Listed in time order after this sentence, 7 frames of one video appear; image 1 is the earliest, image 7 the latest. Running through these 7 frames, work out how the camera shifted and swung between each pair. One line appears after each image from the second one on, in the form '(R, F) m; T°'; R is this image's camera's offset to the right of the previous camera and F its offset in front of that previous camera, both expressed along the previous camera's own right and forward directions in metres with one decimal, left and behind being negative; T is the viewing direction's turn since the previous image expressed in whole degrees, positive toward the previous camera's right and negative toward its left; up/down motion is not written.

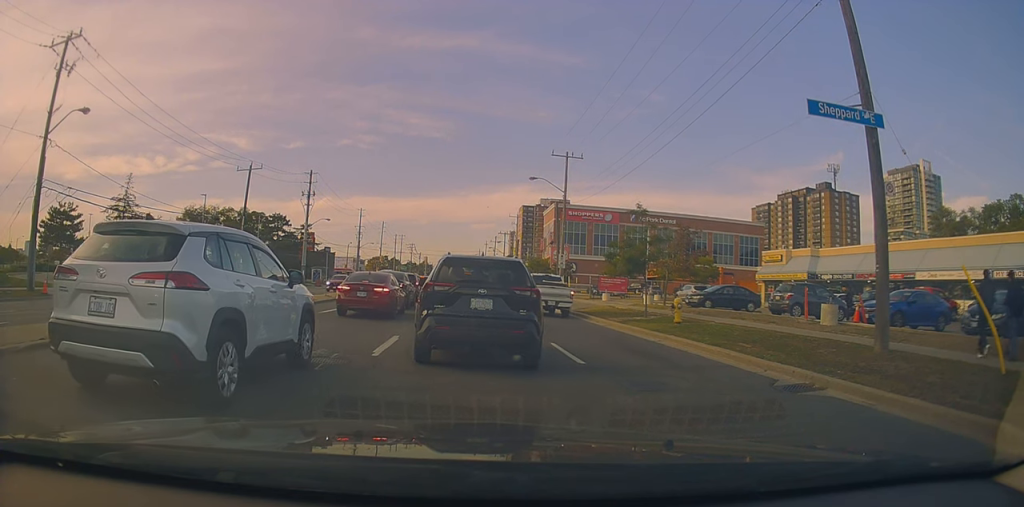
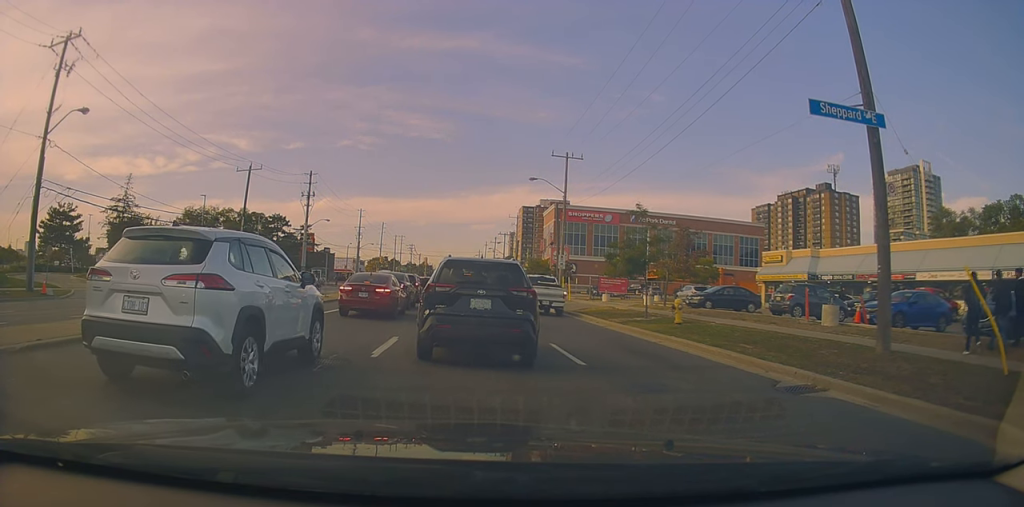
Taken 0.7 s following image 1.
(-0.1, +0.3) m; 0°
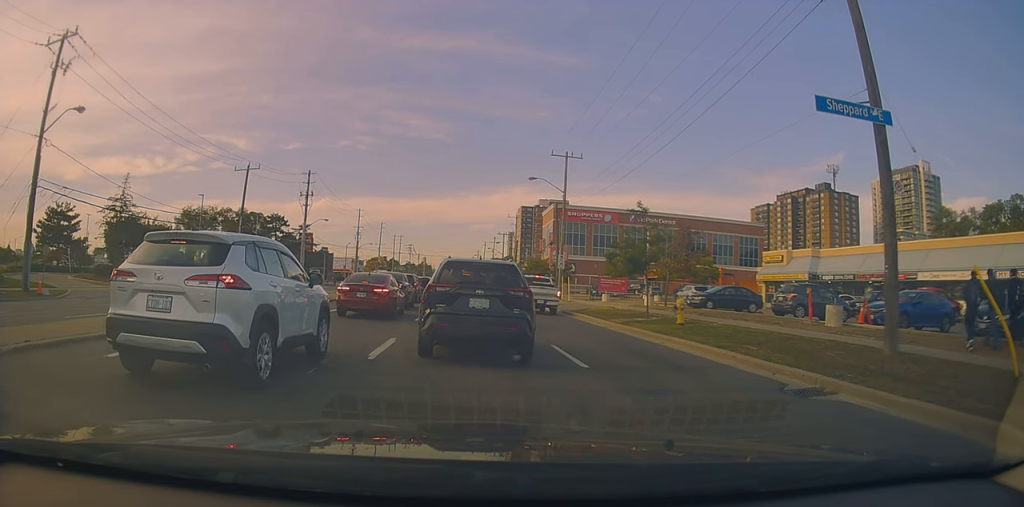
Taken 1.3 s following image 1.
(-0.1, +0.3) m; 0°
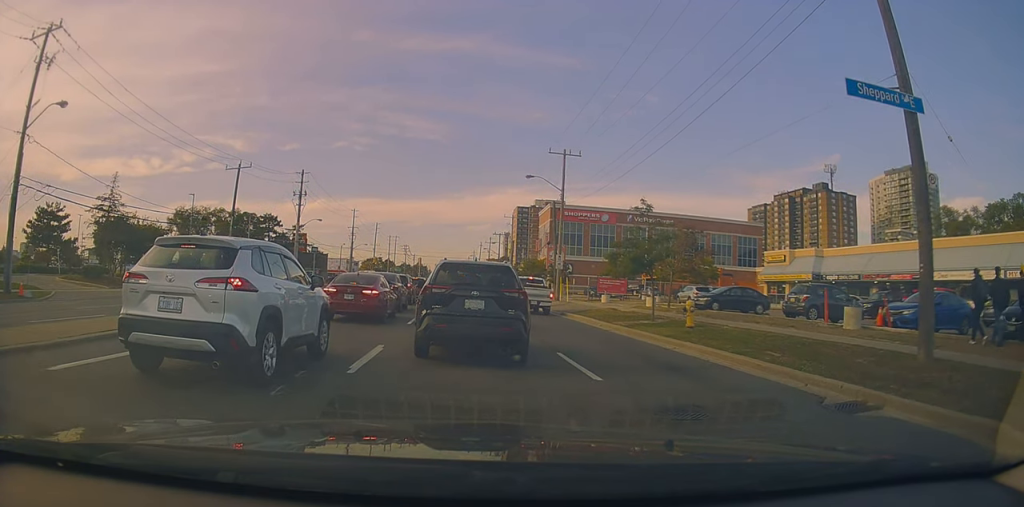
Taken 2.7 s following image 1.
(-0.1, +0.5) m; 0°
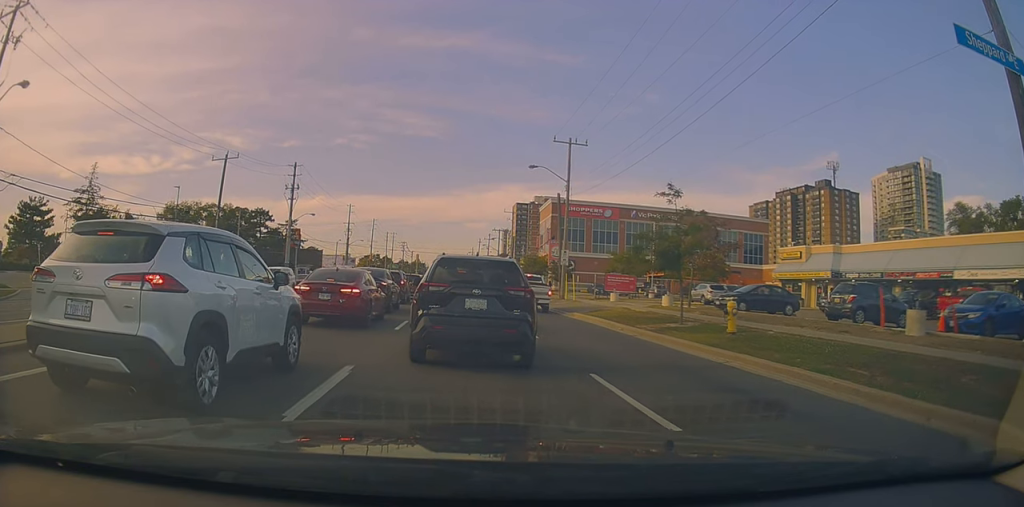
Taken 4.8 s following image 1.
(+0.1, +1.0) m; 0°
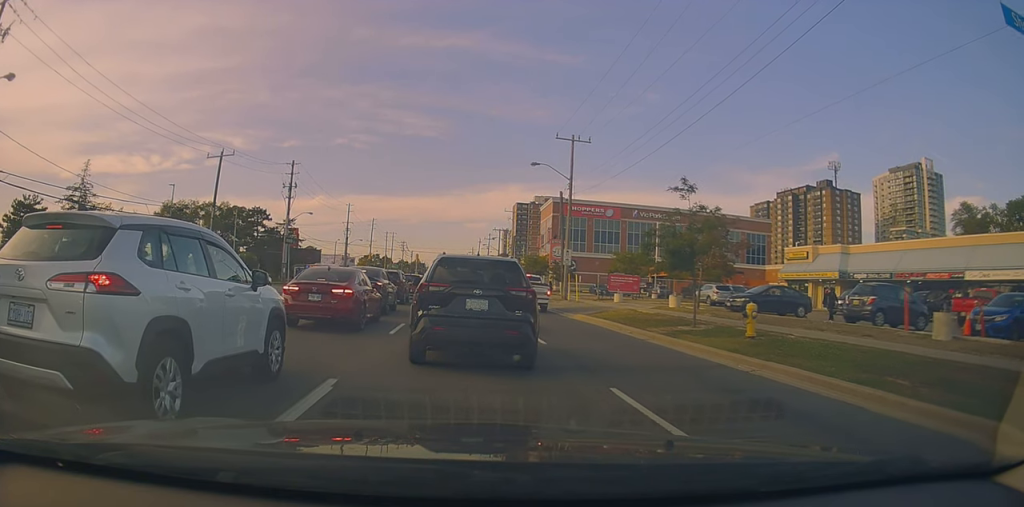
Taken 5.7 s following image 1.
(-0.1, +0.8) m; 0°
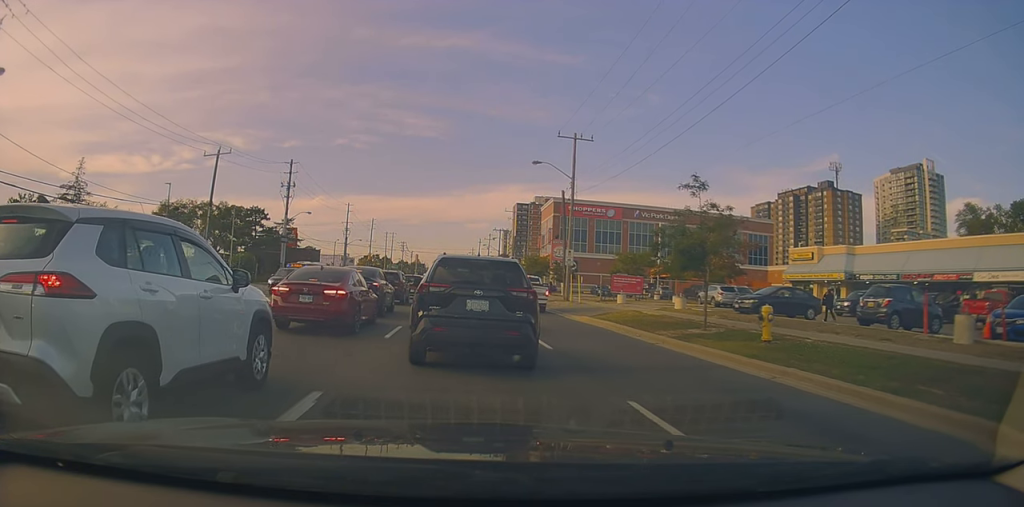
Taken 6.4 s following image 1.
(-0.1, +0.9) m; +2°
